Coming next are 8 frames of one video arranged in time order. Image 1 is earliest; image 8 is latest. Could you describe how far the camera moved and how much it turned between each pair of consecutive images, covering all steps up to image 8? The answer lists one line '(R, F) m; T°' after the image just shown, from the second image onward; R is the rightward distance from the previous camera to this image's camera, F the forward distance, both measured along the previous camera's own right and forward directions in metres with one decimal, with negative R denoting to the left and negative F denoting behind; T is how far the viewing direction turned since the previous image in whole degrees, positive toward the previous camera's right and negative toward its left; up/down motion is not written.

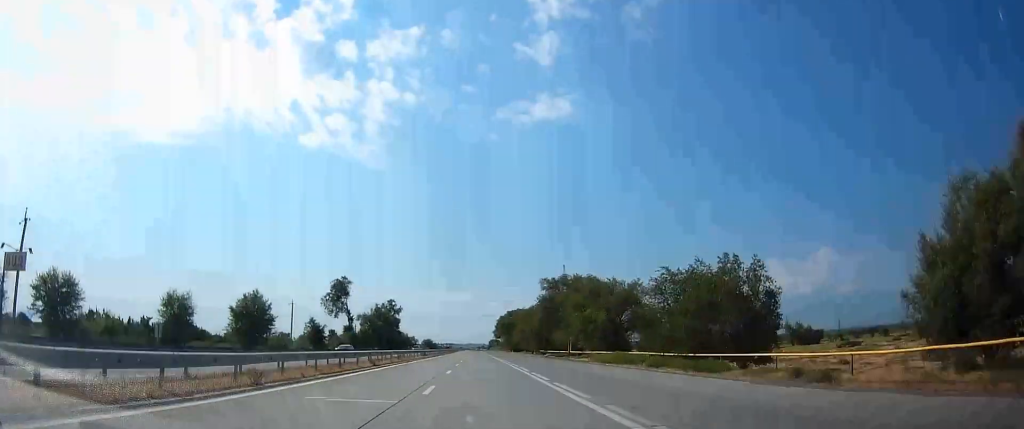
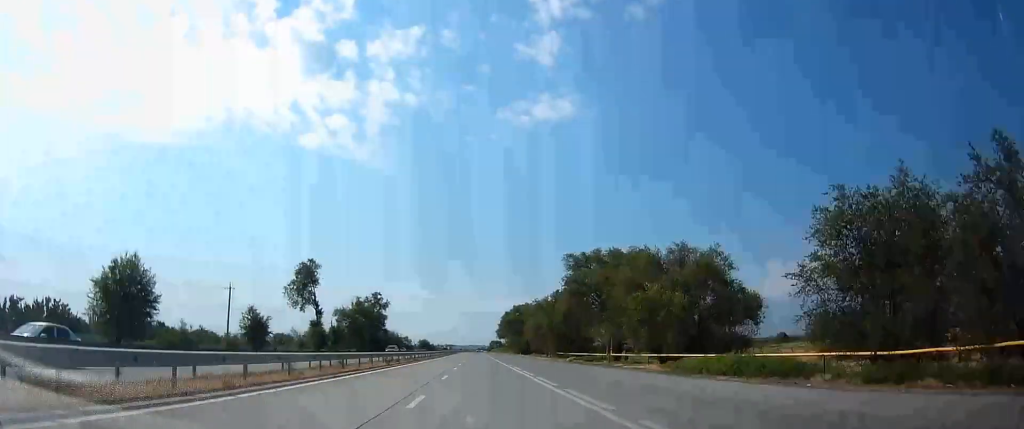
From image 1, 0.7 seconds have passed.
(-0.1, +26.0) m; 0°
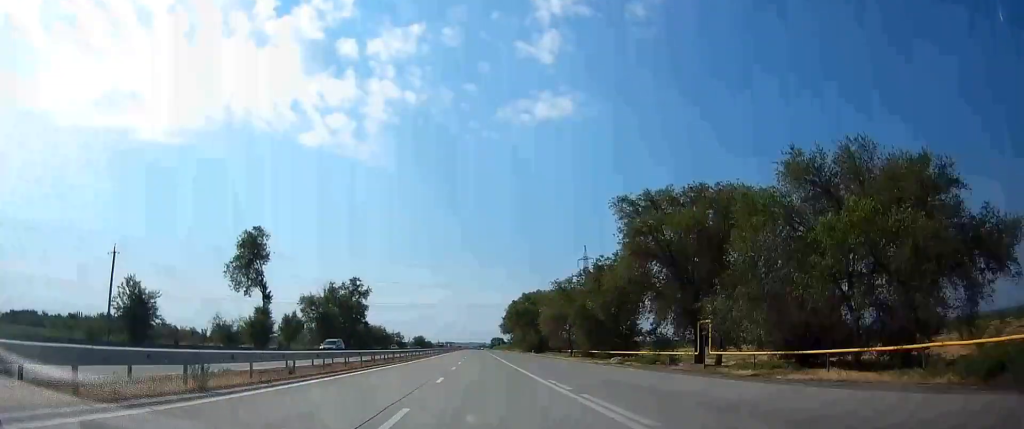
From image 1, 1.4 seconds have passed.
(0.0, +27.4) m; 0°
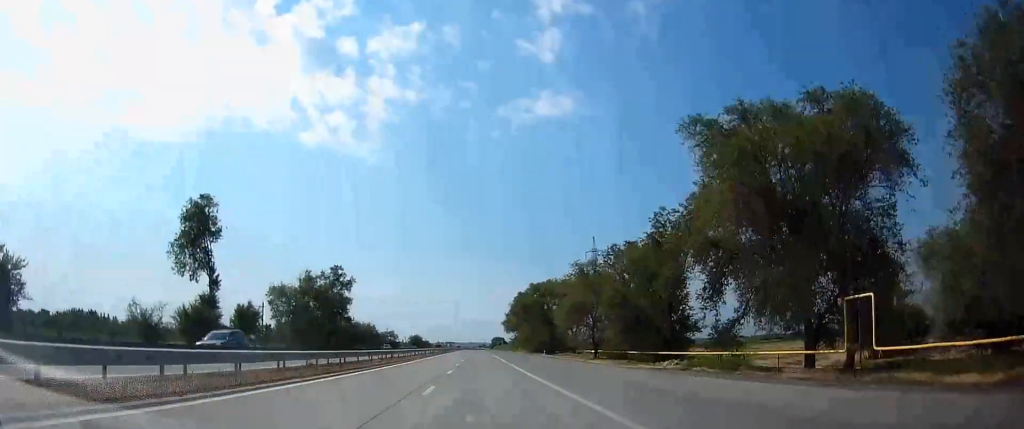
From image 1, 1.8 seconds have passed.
(+0.1, +18.3) m; 0°
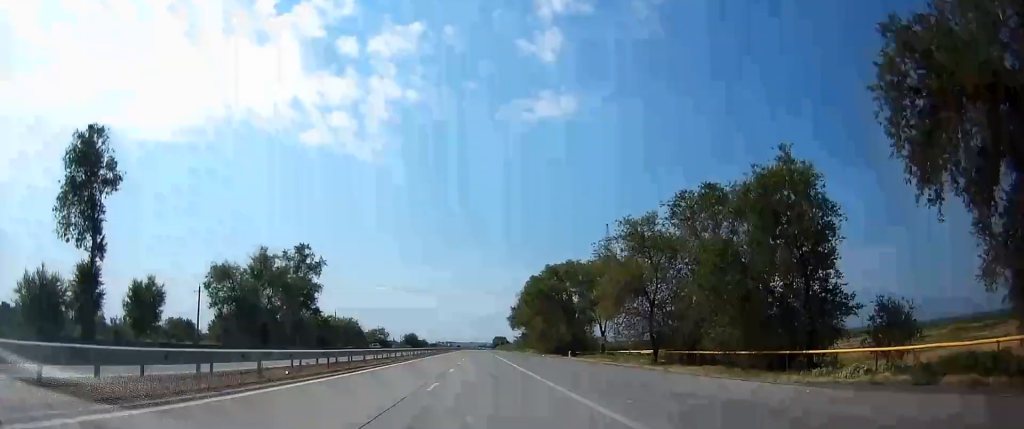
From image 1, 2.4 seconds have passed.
(+0.2, +22.3) m; 0°
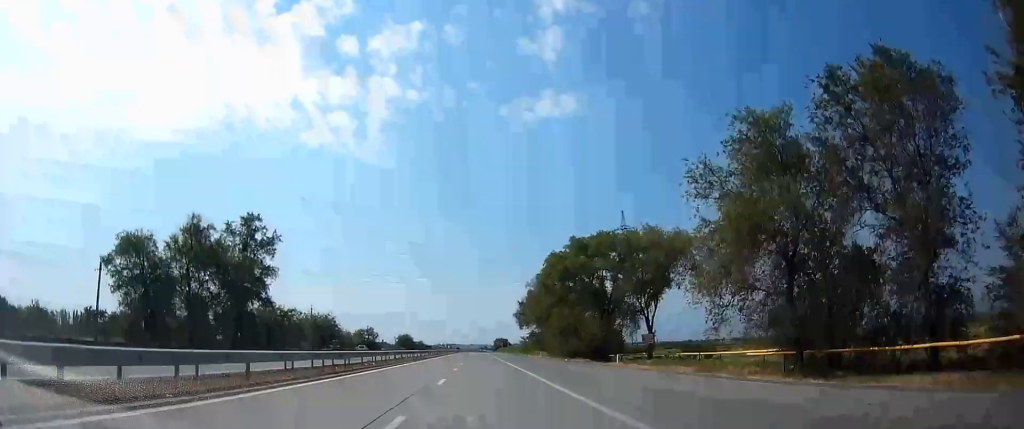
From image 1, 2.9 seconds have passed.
(-0.2, +21.1) m; 0°
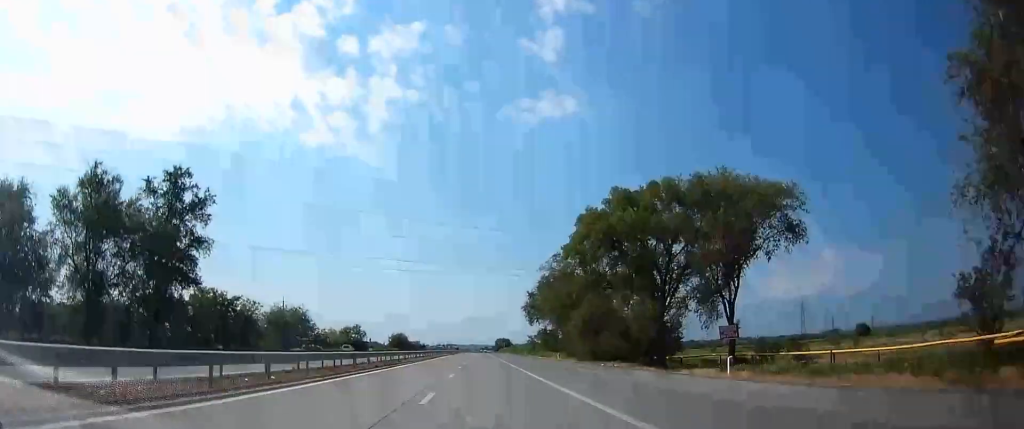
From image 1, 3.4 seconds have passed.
(-0.2, +17.1) m; 0°
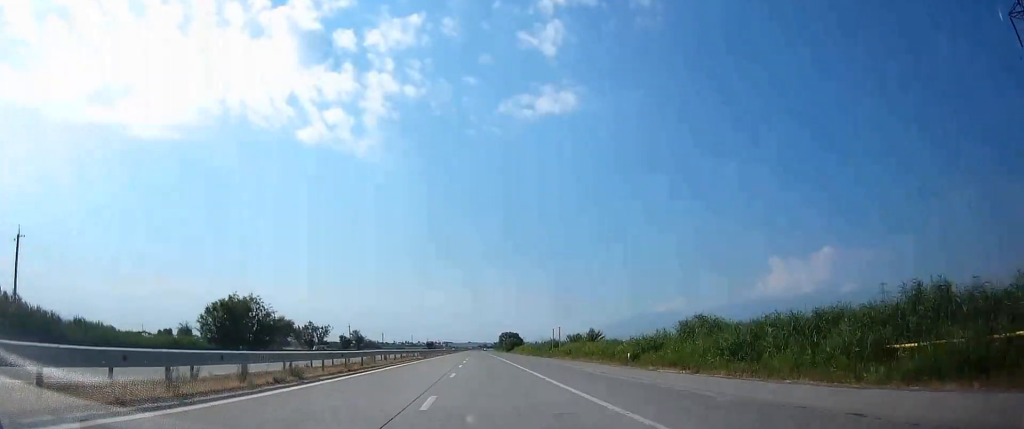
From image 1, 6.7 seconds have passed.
(-0.9, +134.1) m; -1°
